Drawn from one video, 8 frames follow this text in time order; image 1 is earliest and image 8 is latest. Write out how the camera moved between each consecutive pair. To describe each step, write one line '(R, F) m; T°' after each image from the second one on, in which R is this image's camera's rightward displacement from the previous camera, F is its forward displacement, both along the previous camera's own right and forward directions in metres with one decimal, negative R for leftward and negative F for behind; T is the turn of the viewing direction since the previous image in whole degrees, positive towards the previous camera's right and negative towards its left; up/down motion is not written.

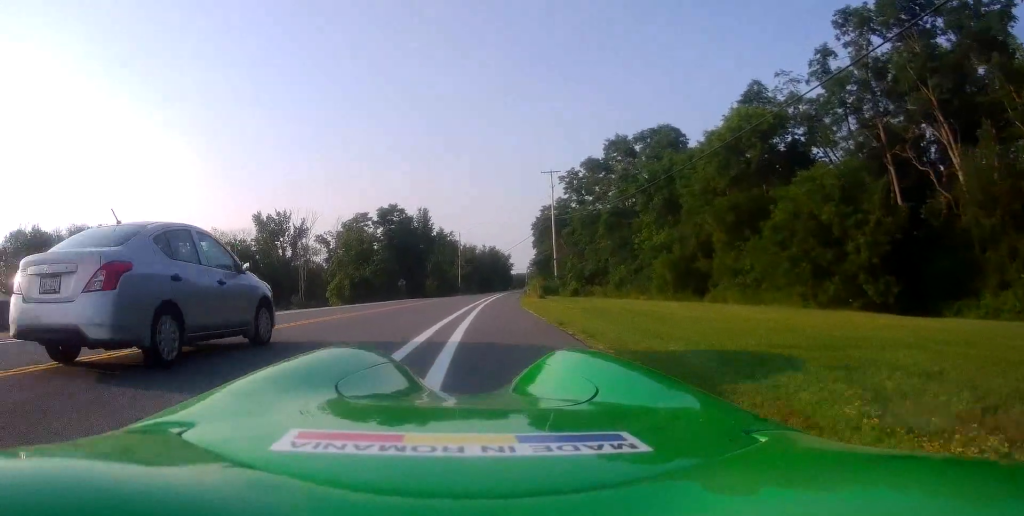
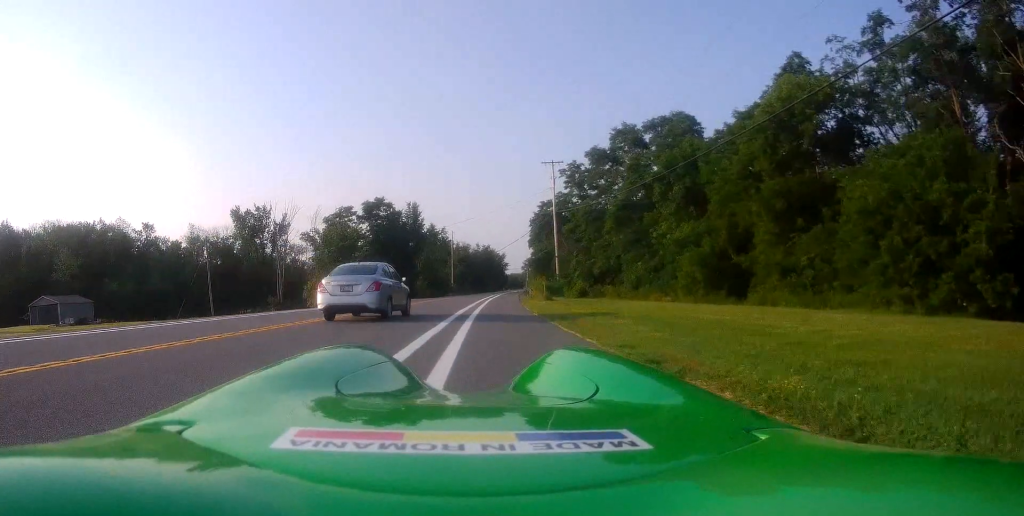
(-0.2, +6.7) m; +1°
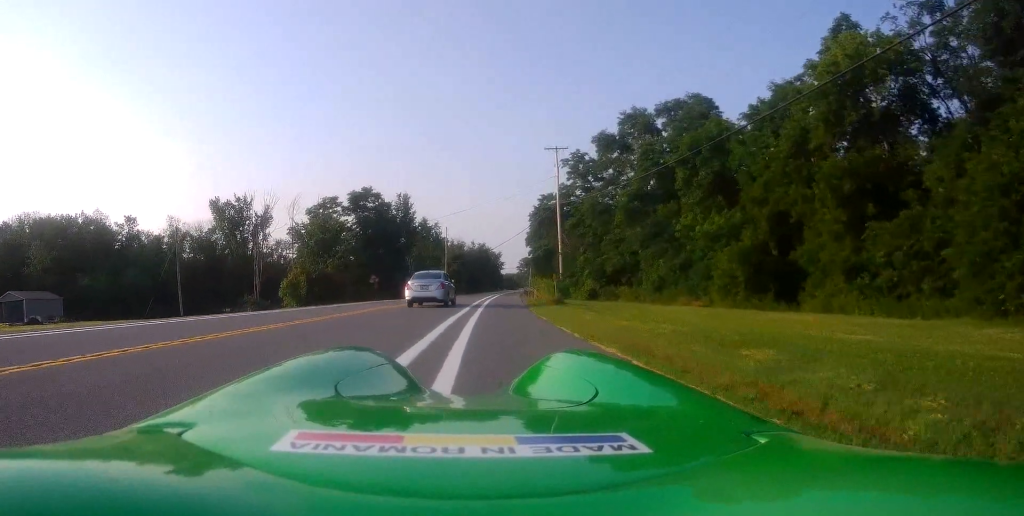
(+0.3, +5.9) m; +4°
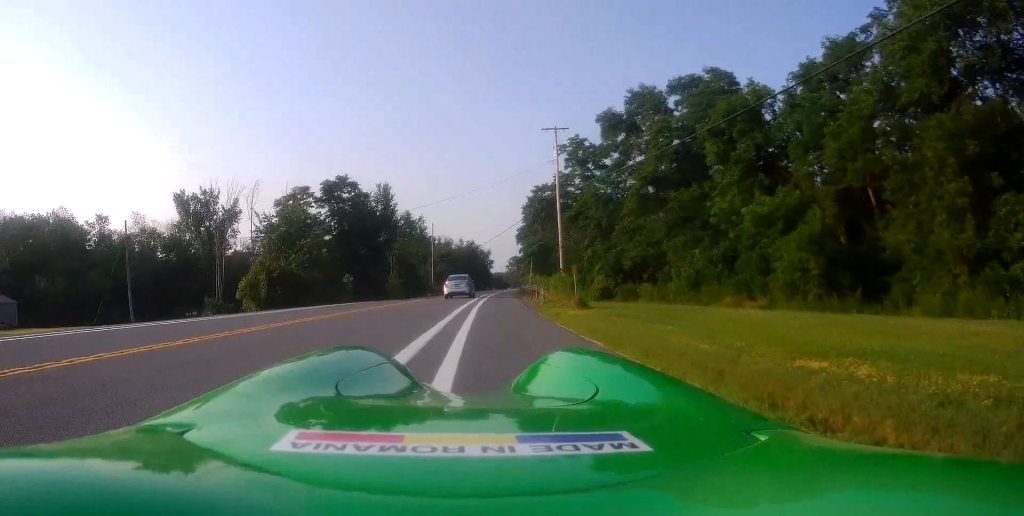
(+0.1, +7.1) m; -3°
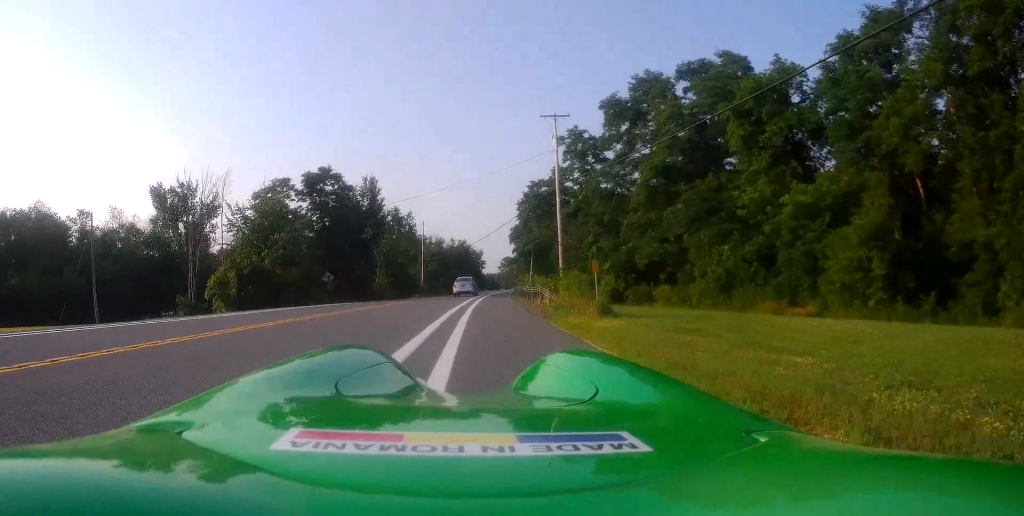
(-0.2, +4.1) m; +2°
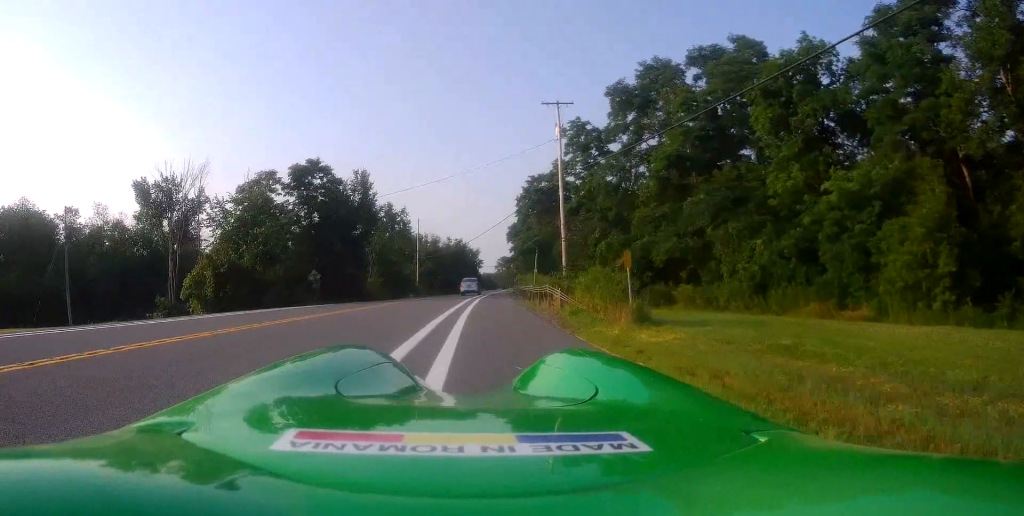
(0.0, +3.2) m; +1°
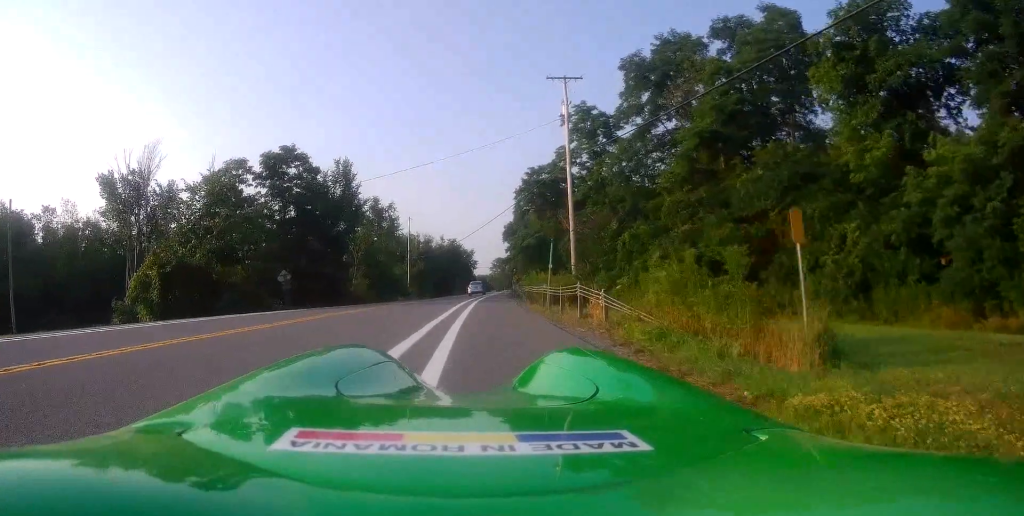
(+0.5, +5.8) m; 0°
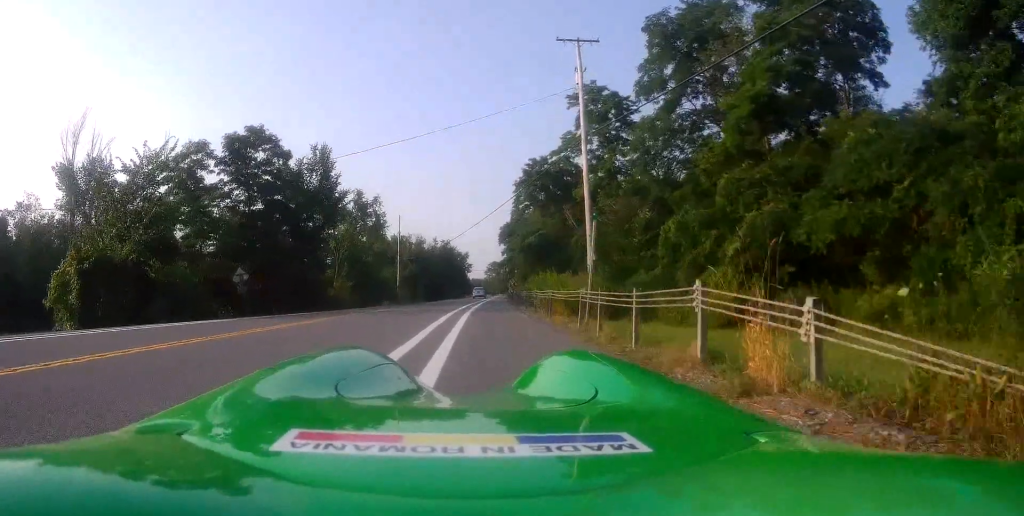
(-0.4, +6.4) m; +1°
